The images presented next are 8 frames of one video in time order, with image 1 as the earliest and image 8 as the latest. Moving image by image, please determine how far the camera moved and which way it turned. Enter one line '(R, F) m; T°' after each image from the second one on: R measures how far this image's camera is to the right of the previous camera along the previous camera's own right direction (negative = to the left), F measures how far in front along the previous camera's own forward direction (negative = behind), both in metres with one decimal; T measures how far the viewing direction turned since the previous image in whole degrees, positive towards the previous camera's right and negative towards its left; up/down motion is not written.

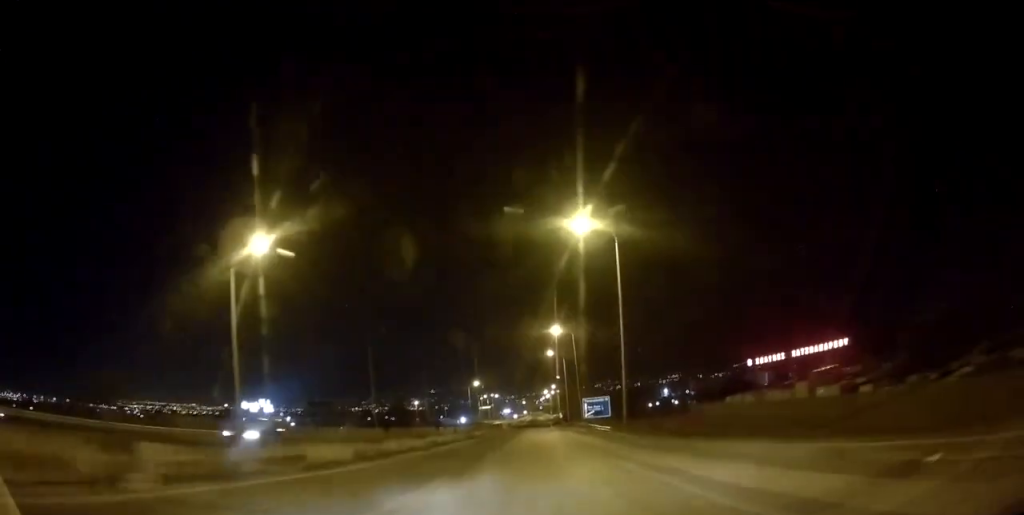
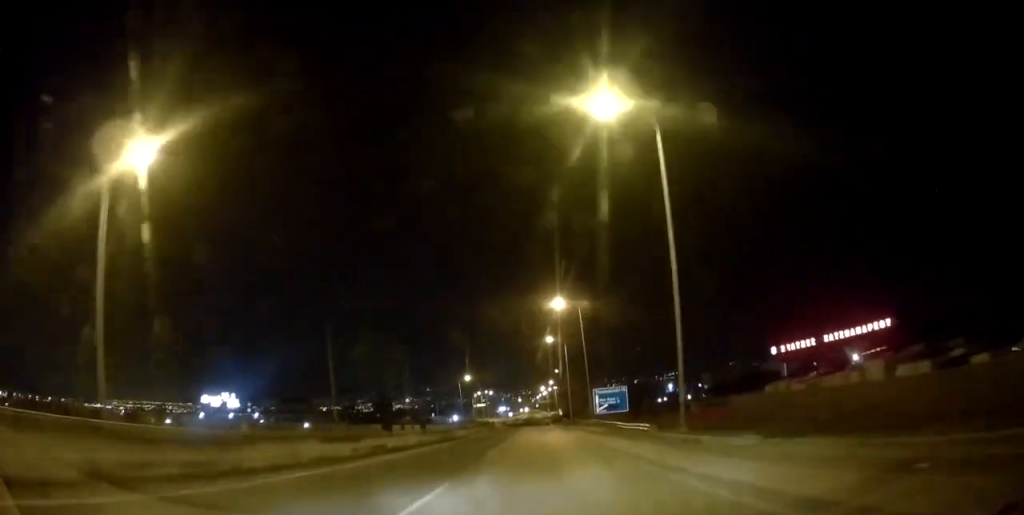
(-0.1, +14.7) m; 0°
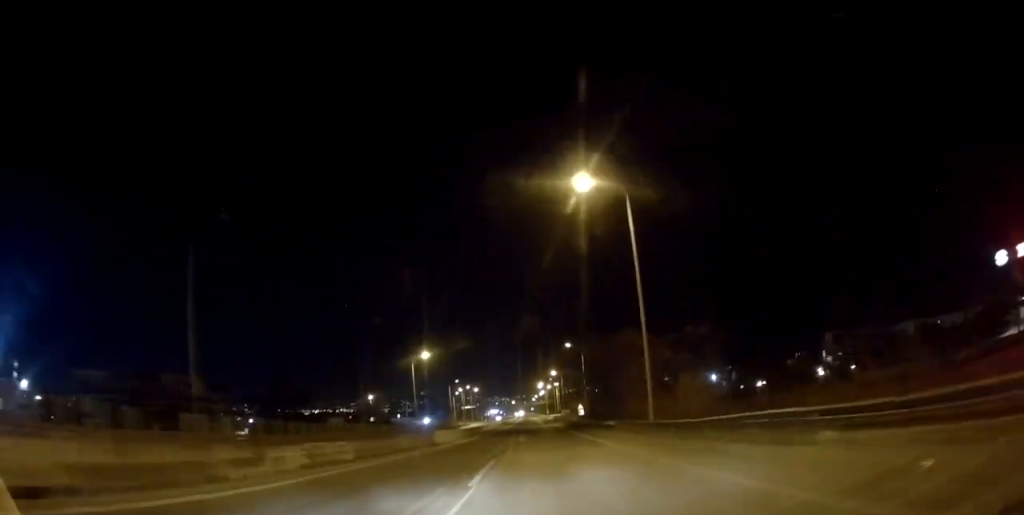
(+0.1, +63.6) m; 0°
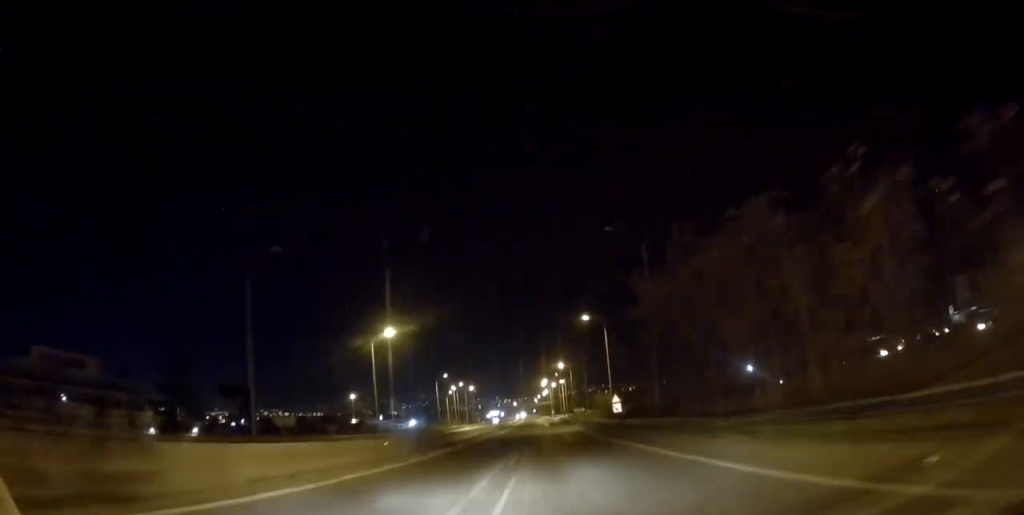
(+0.2, +29.1) m; +1°
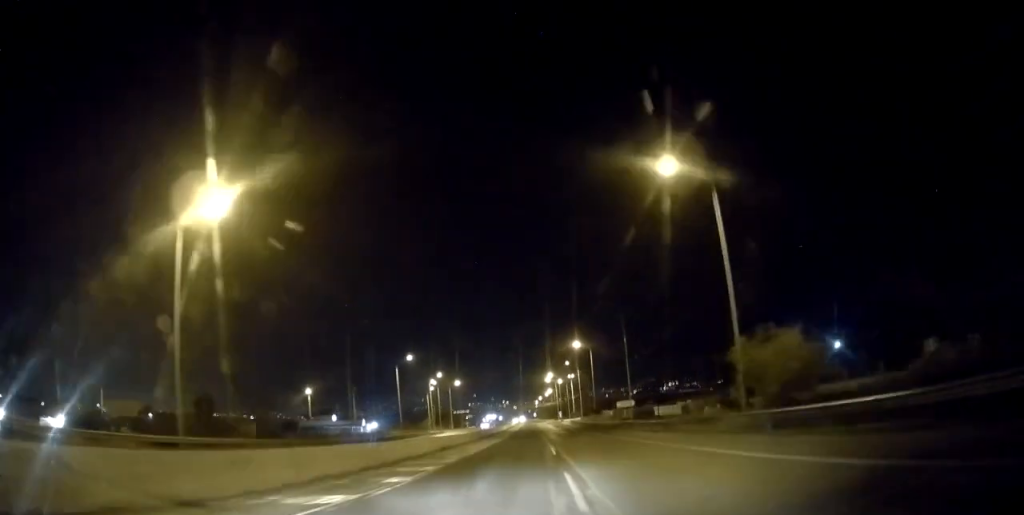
(+0.4, +46.3) m; 0°
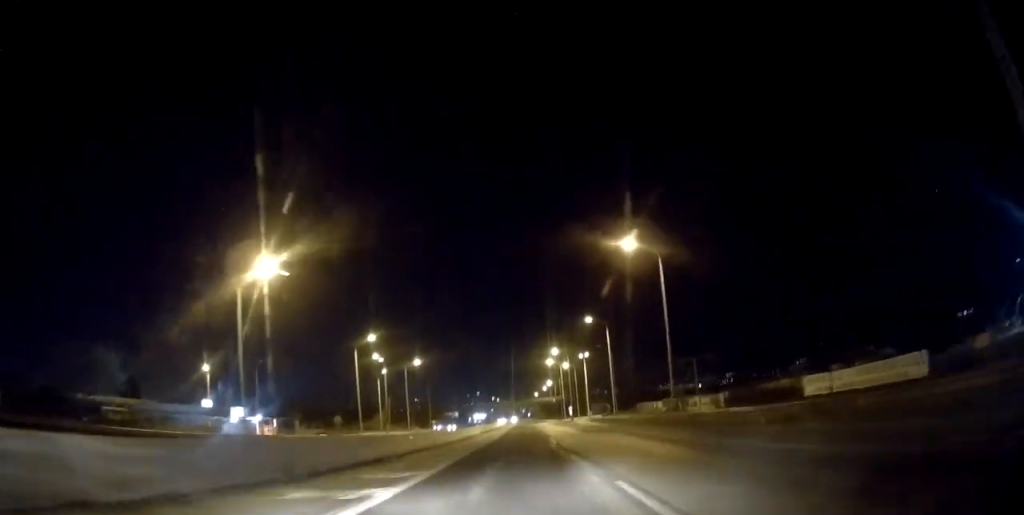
(-0.2, +57.3) m; 0°
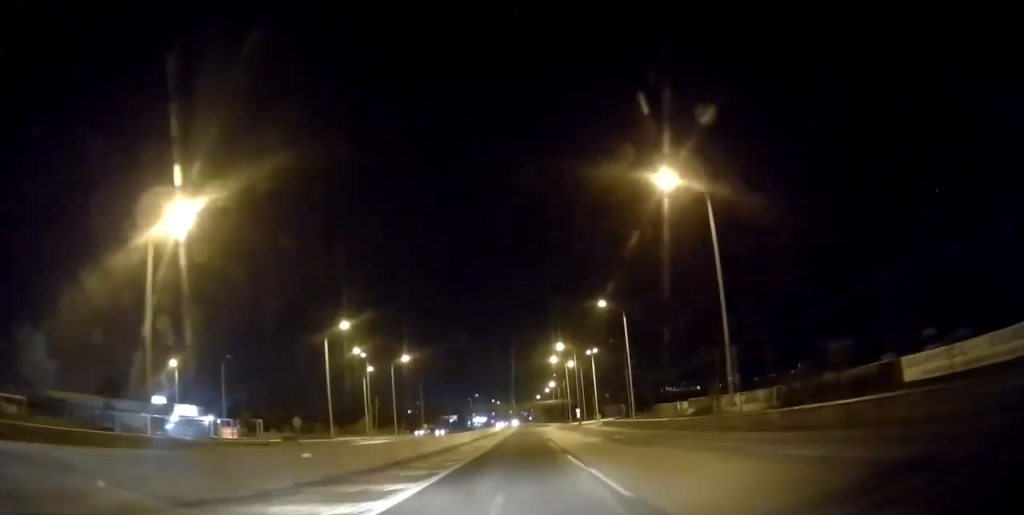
(0.0, +13.1) m; 0°
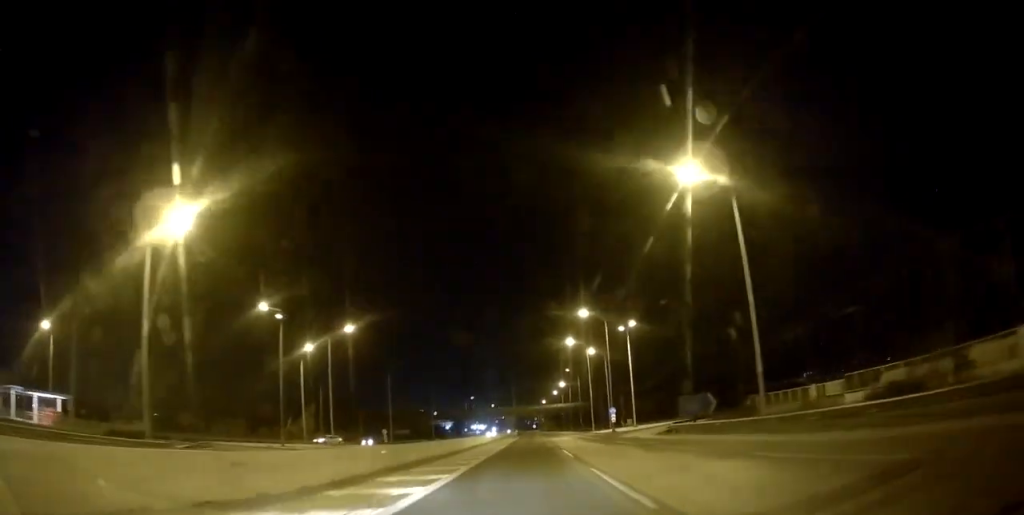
(-0.1, +37.2) m; 0°
